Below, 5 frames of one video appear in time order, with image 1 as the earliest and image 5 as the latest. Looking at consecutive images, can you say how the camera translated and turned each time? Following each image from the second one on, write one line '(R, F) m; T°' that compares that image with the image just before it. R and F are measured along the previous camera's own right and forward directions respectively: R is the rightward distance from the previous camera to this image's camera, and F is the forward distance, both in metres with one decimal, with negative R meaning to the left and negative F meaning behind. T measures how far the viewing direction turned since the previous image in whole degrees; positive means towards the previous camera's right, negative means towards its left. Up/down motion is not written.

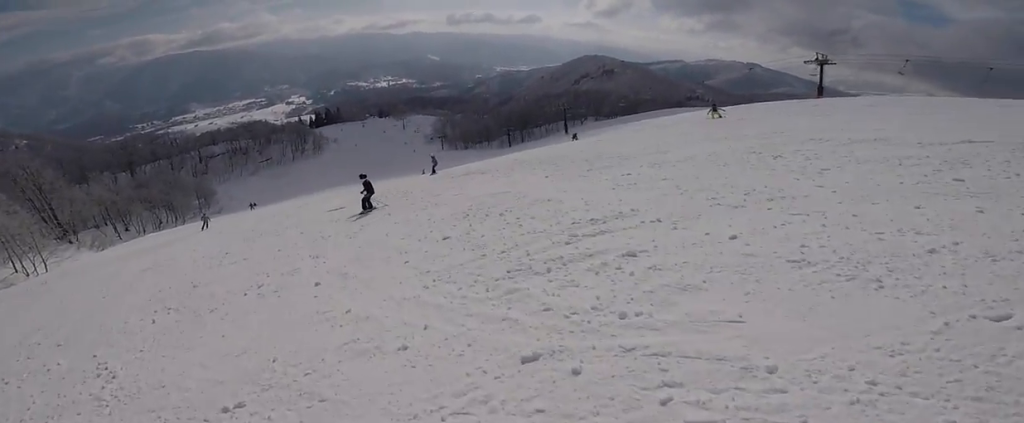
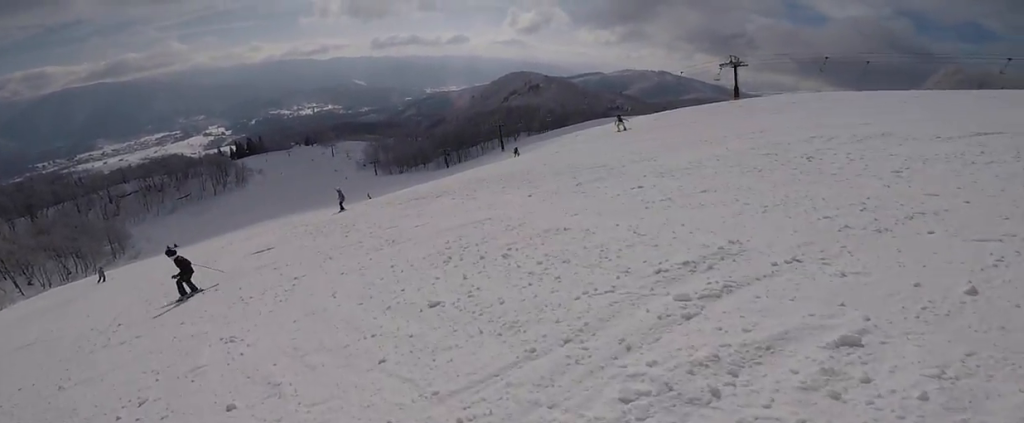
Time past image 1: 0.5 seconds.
(+0.6, +2.2) m; -4°
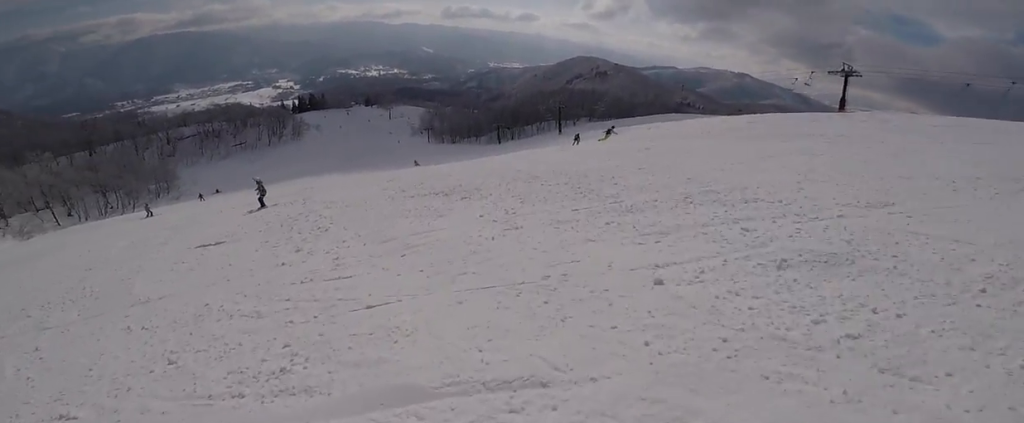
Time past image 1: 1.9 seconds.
(-0.9, +5.3) m; -36°
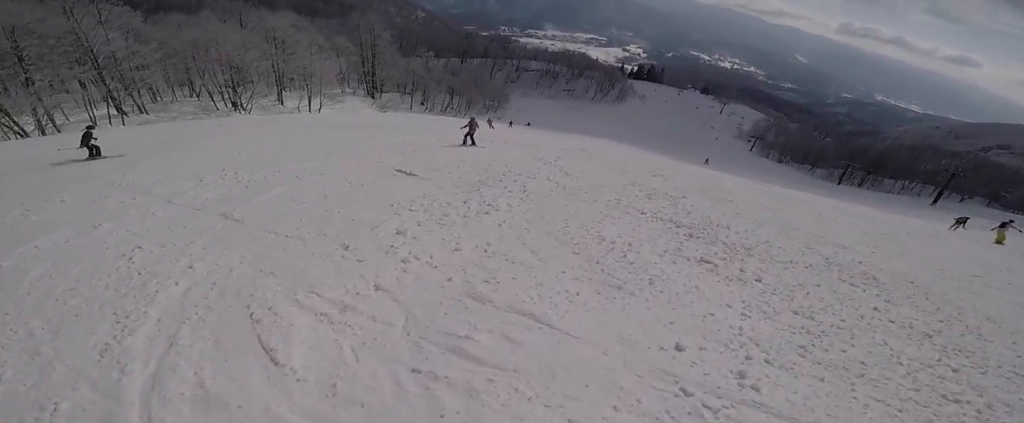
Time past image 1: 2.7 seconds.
(-1.1, +3.4) m; -30°
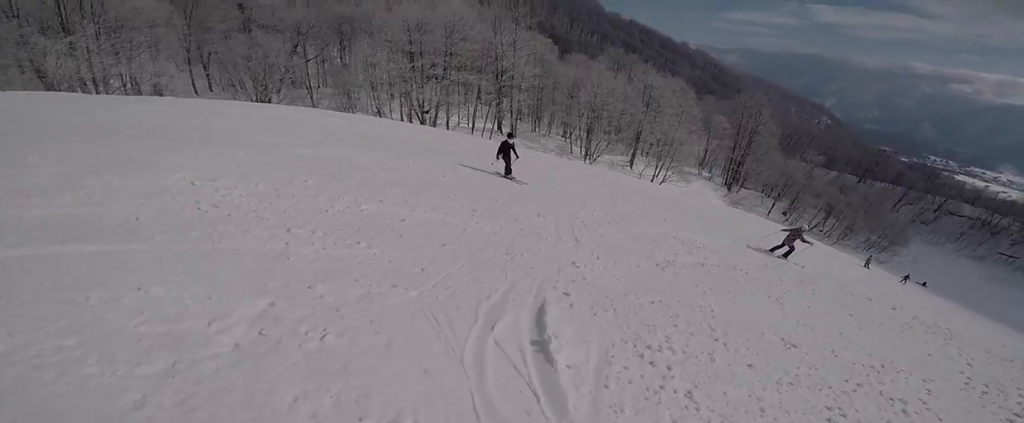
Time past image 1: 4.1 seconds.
(-2.1, +6.3) m; -22°
